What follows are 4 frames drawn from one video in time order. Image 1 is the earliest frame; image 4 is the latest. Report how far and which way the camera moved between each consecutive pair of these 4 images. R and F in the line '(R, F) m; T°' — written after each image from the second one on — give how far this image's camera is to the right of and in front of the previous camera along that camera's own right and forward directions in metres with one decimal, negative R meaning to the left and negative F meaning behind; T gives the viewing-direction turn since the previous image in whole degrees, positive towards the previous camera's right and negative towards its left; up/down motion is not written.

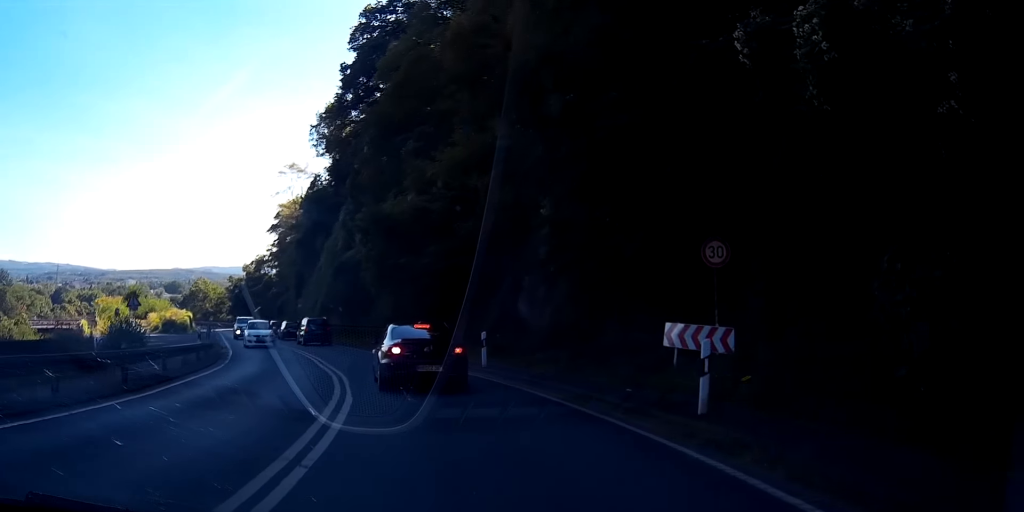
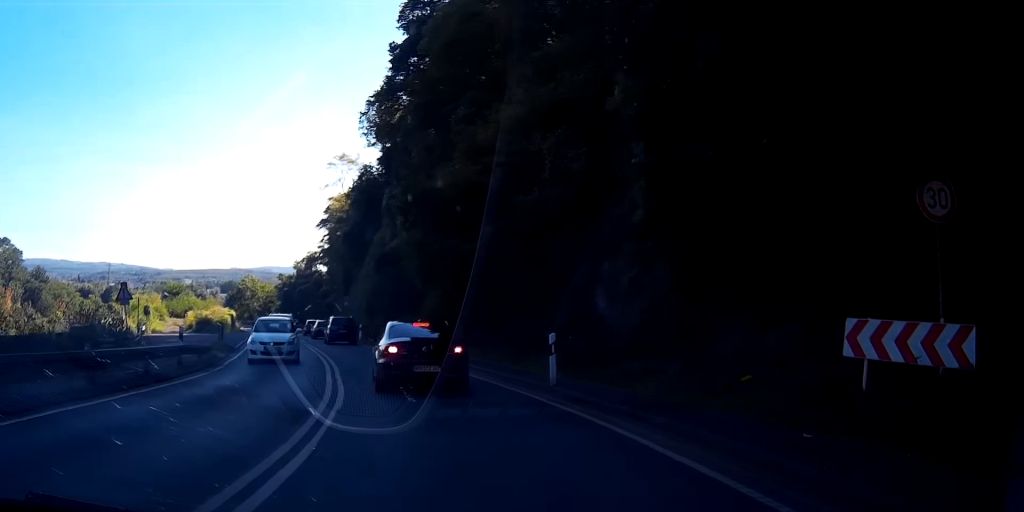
(-0.4, +6.1) m; -7°
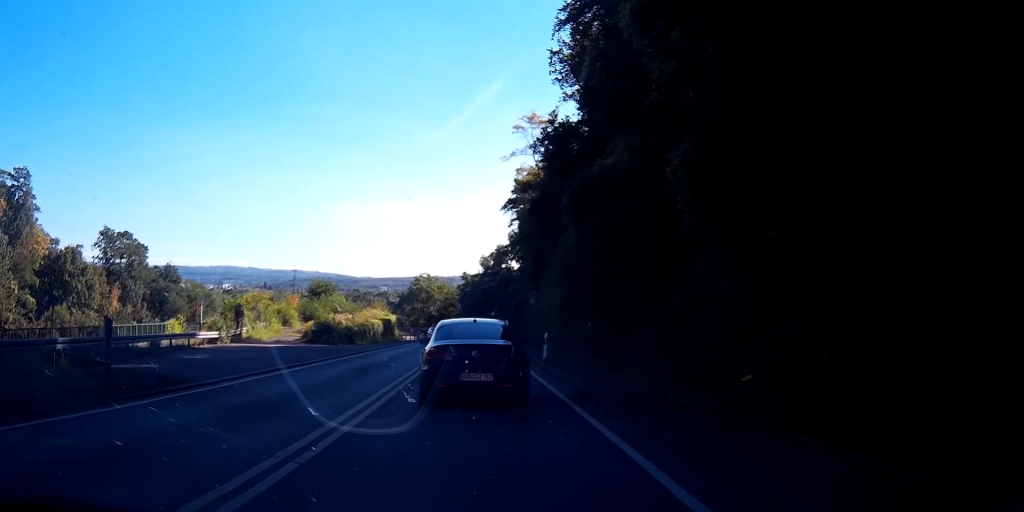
(-3.8, +22.0) m; -11°
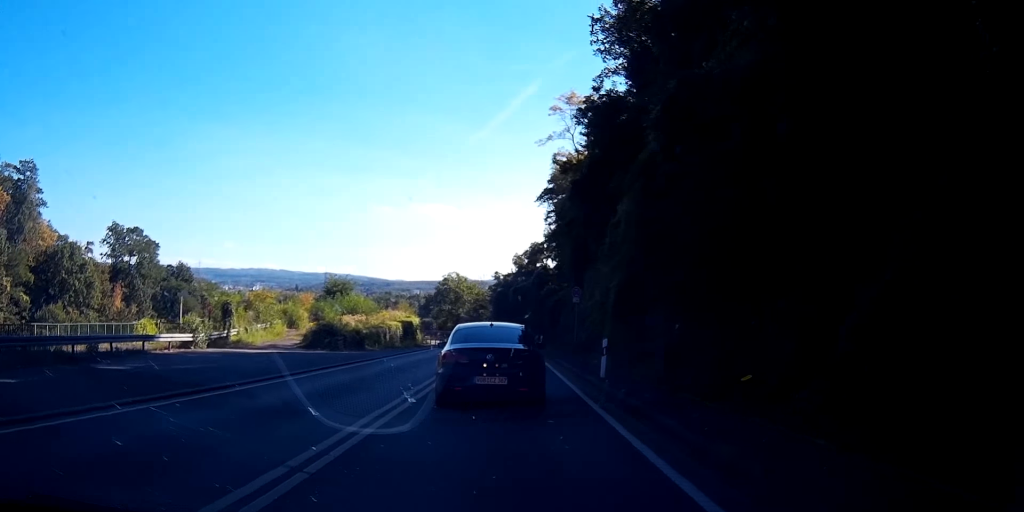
(-0.1, +8.1) m; -3°
